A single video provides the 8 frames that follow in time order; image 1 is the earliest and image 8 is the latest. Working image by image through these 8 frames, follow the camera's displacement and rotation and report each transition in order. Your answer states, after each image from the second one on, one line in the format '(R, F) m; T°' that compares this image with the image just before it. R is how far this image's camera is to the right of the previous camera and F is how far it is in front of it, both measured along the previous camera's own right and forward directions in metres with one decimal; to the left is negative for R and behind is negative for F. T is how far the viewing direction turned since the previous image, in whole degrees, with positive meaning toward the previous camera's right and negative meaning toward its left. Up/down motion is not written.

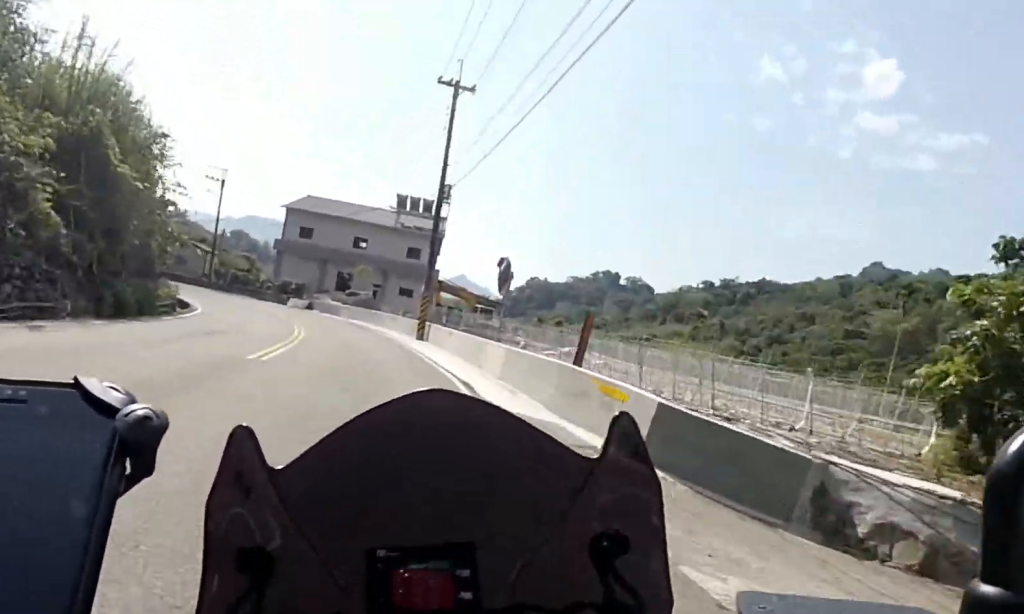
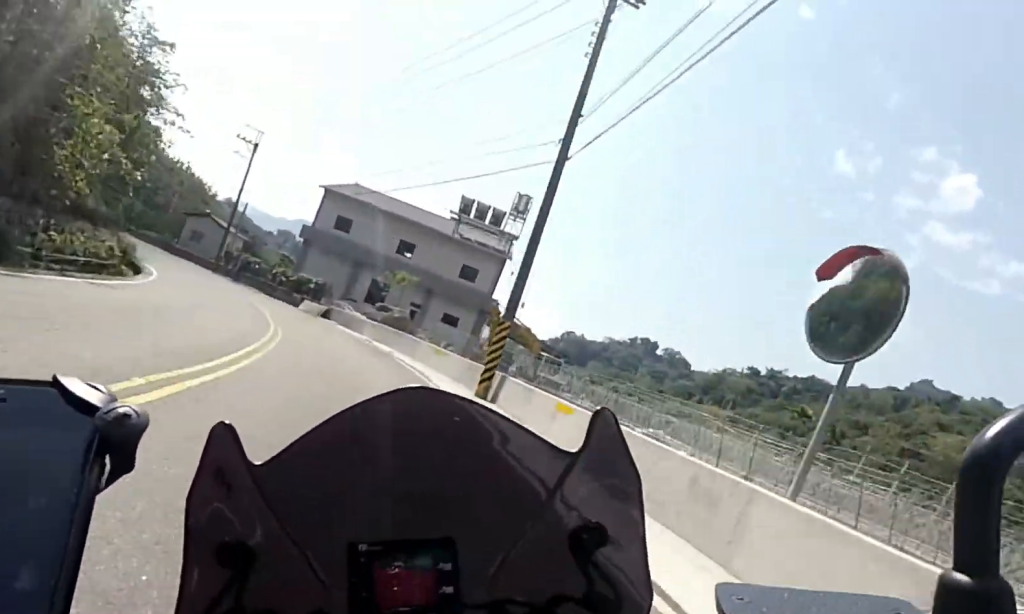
(-0.5, +11.3) m; -3°
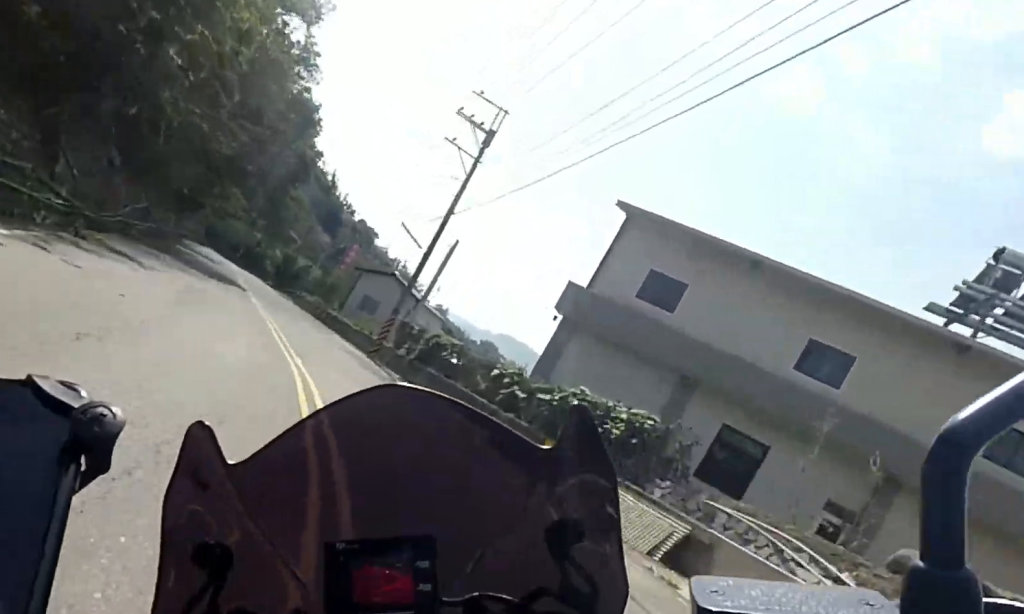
(-1.6, +25.8) m; -11°
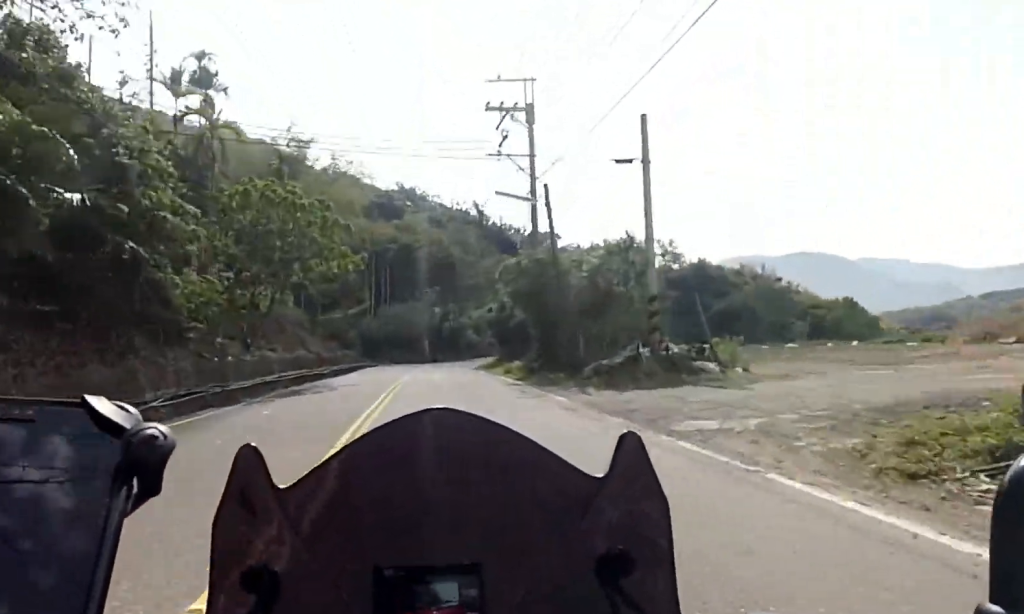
(-9.5, +39.7) m; -25°
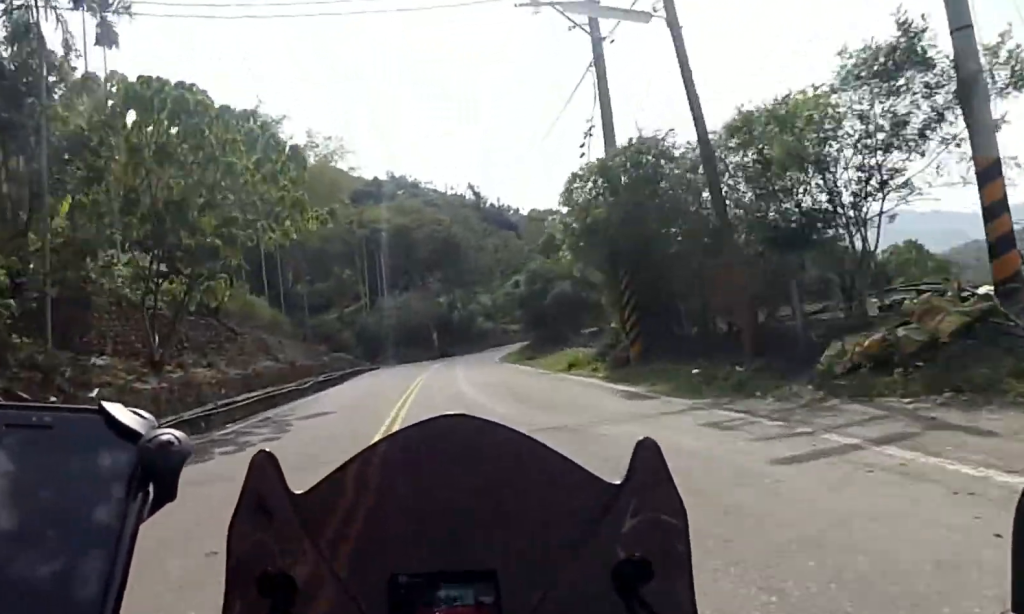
(-0.4, +8.8) m; -2°
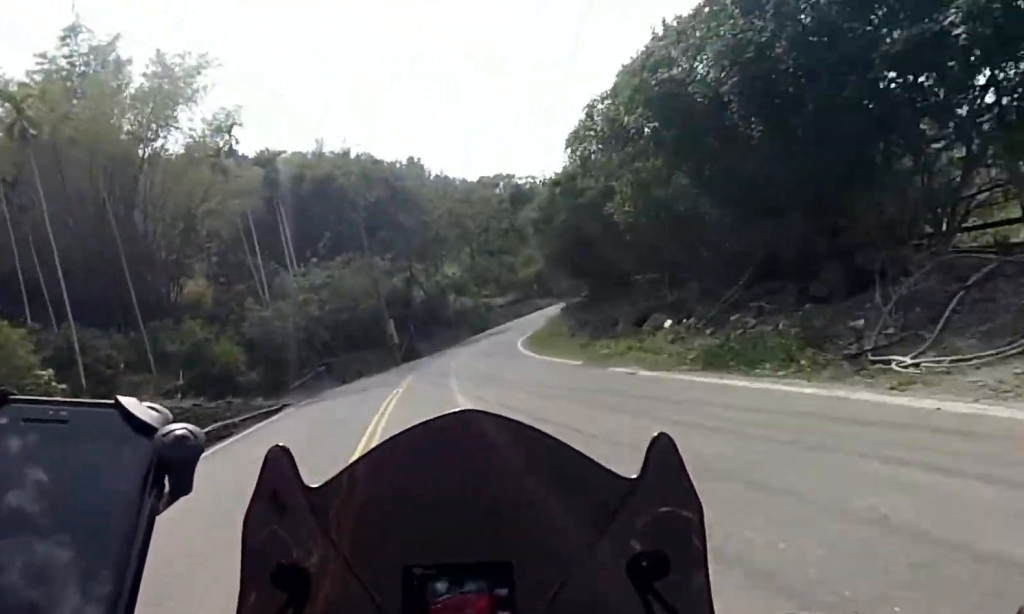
(-1.0, +22.8) m; +4°
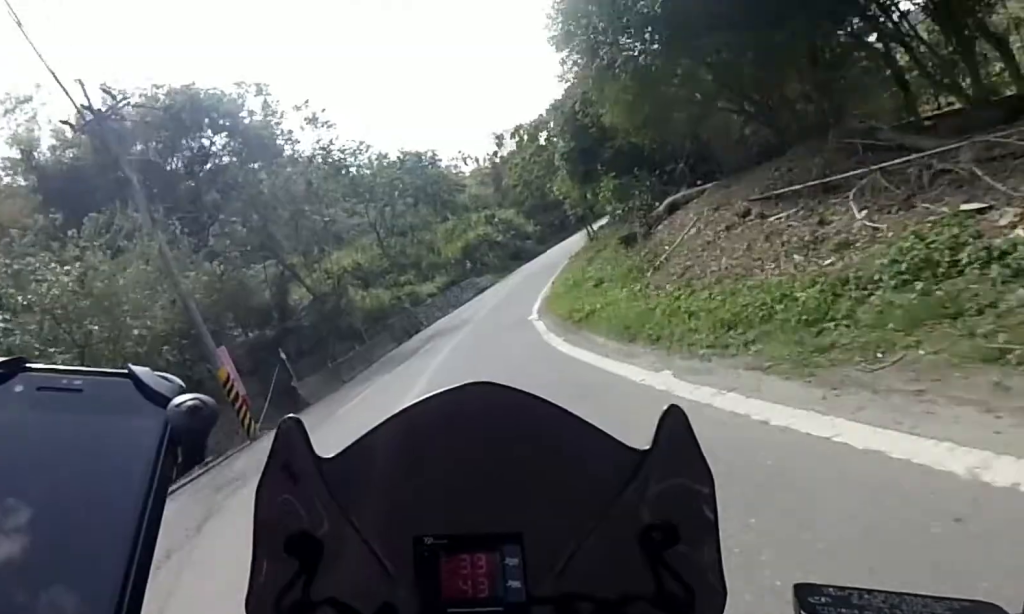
(+1.9, +19.1) m; +16°
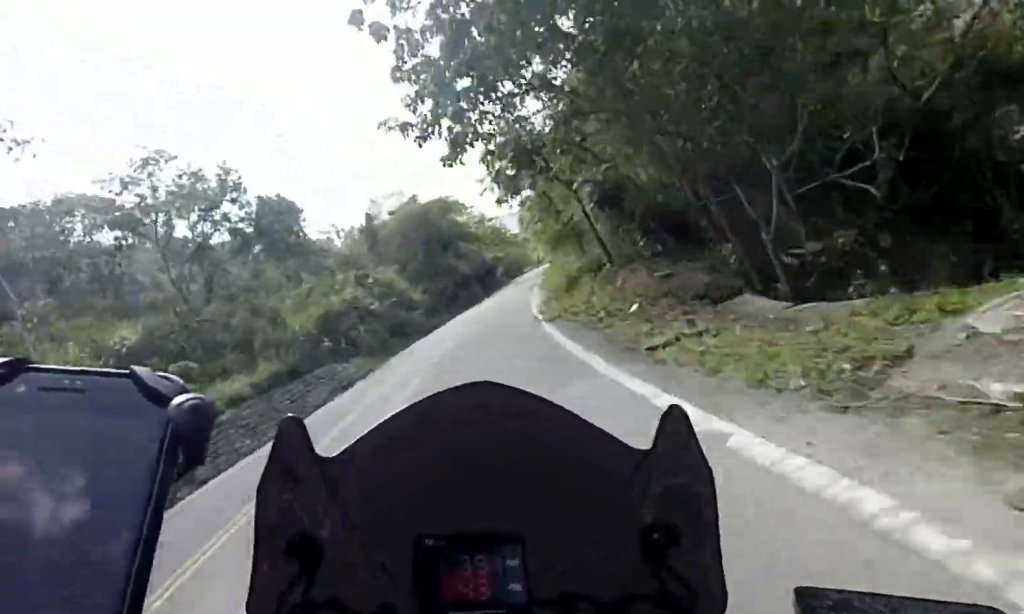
(+3.7, +20.2) m; +14°
